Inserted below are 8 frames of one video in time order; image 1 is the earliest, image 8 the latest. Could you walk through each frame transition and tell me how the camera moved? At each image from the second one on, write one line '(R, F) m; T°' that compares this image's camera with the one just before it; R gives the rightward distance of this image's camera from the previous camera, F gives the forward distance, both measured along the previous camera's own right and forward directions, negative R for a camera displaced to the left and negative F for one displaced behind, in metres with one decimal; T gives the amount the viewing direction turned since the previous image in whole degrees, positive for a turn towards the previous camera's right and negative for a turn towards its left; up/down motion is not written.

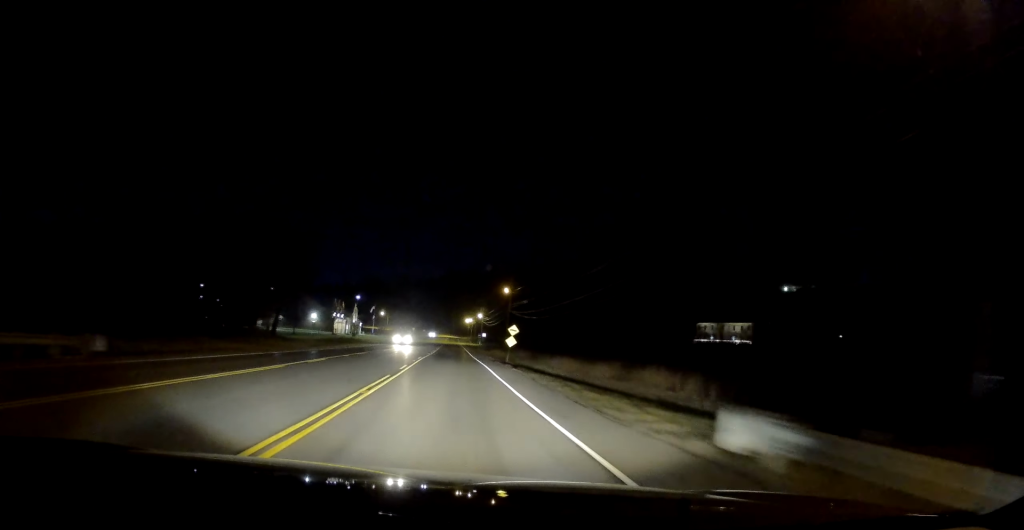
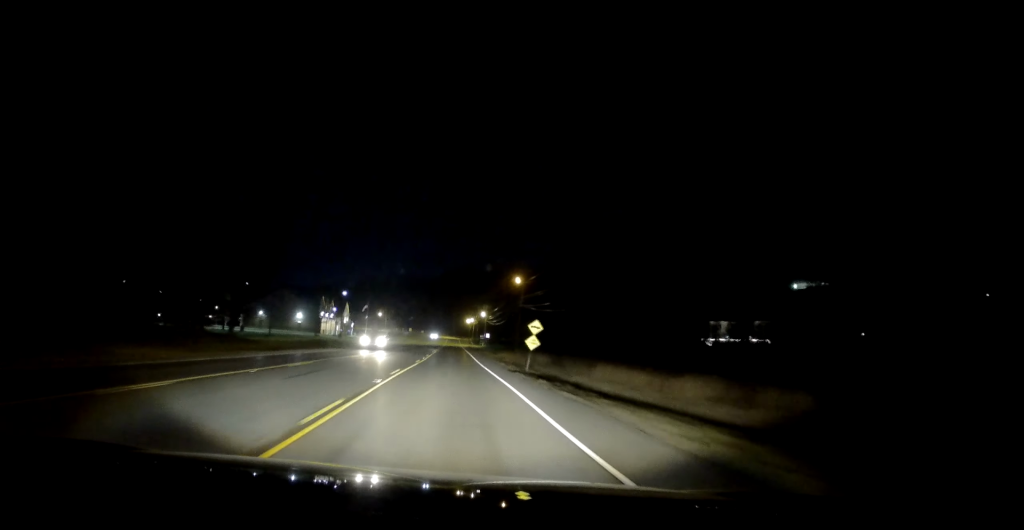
(+0.2, +14.8) m; +2°
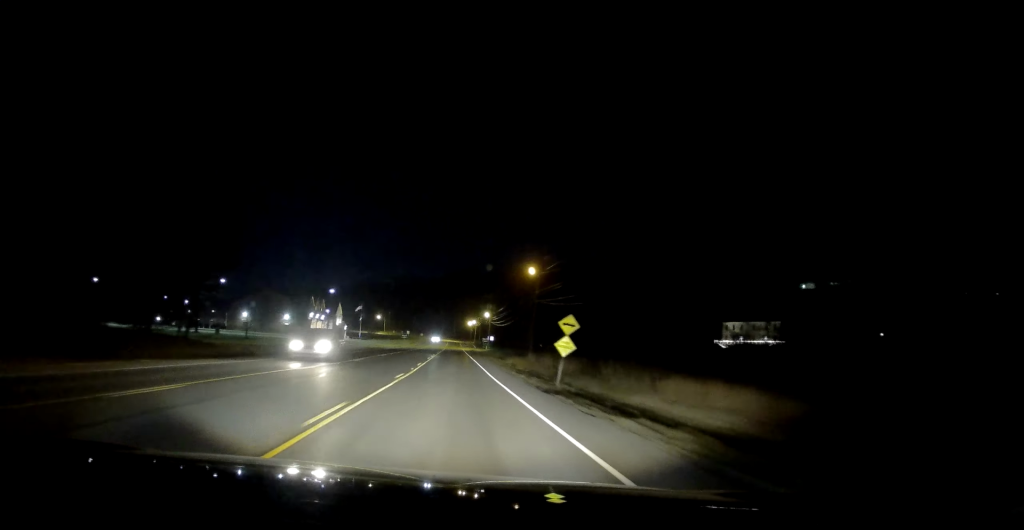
(+0.2, +11.5) m; 0°
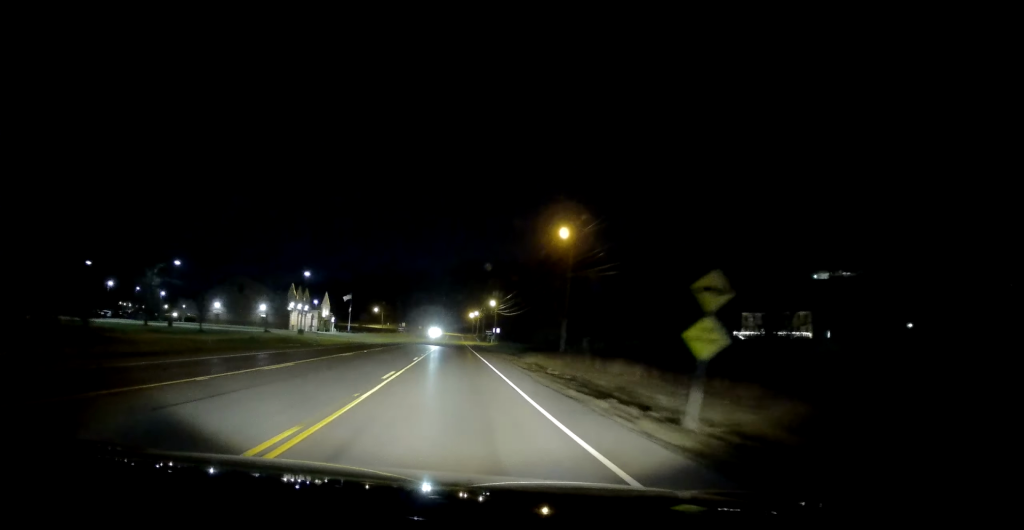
(-0.1, +16.3) m; -1°
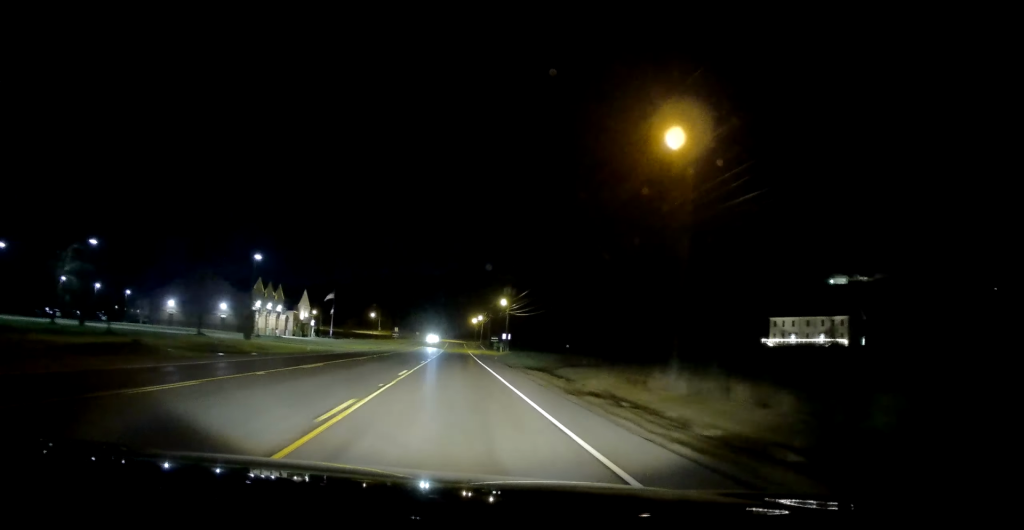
(-0.5, +20.6) m; -1°
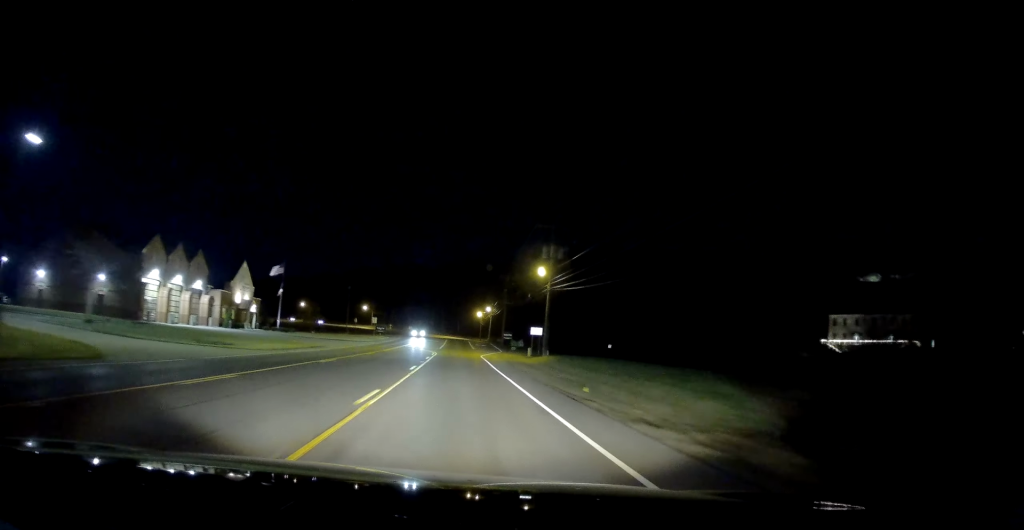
(0.0, +35.2) m; -1°
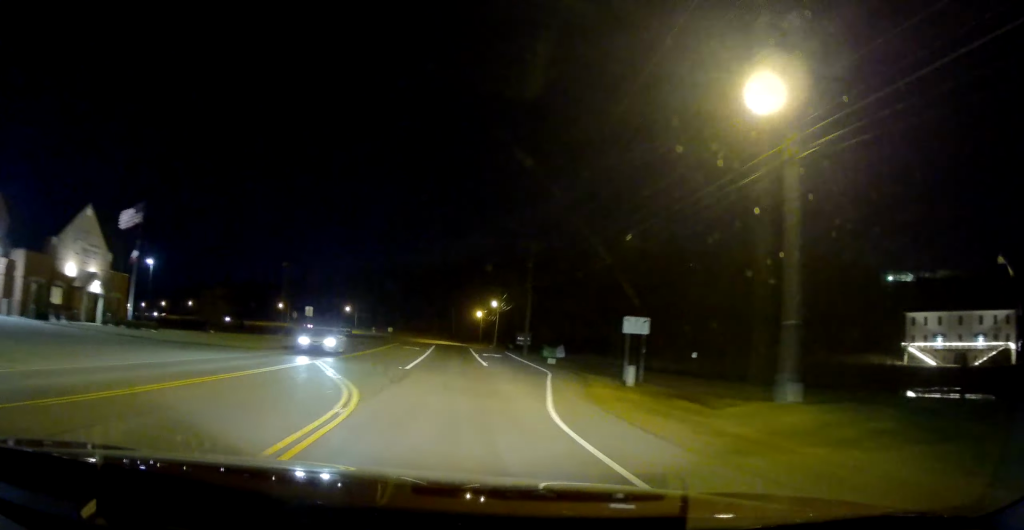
(+0.9, +37.6) m; +3°
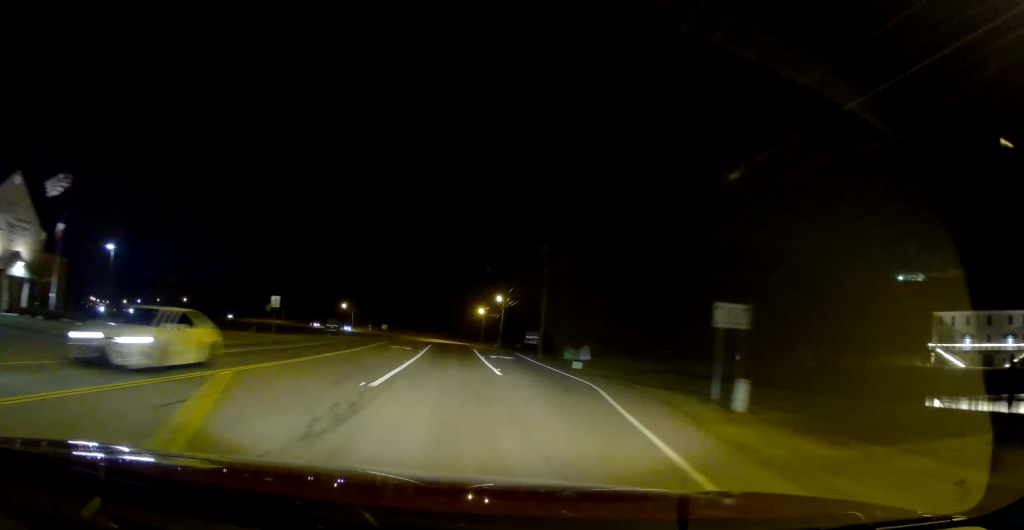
(-0.2, +10.2) m; -1°
